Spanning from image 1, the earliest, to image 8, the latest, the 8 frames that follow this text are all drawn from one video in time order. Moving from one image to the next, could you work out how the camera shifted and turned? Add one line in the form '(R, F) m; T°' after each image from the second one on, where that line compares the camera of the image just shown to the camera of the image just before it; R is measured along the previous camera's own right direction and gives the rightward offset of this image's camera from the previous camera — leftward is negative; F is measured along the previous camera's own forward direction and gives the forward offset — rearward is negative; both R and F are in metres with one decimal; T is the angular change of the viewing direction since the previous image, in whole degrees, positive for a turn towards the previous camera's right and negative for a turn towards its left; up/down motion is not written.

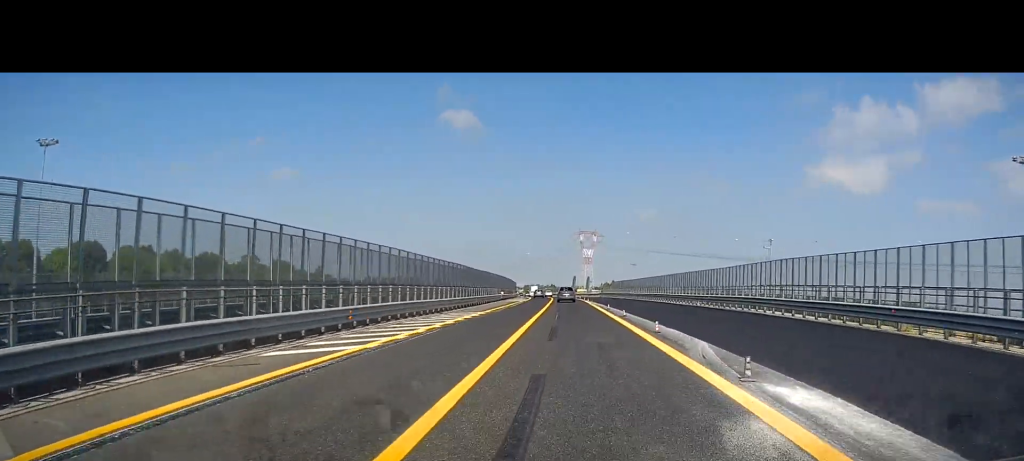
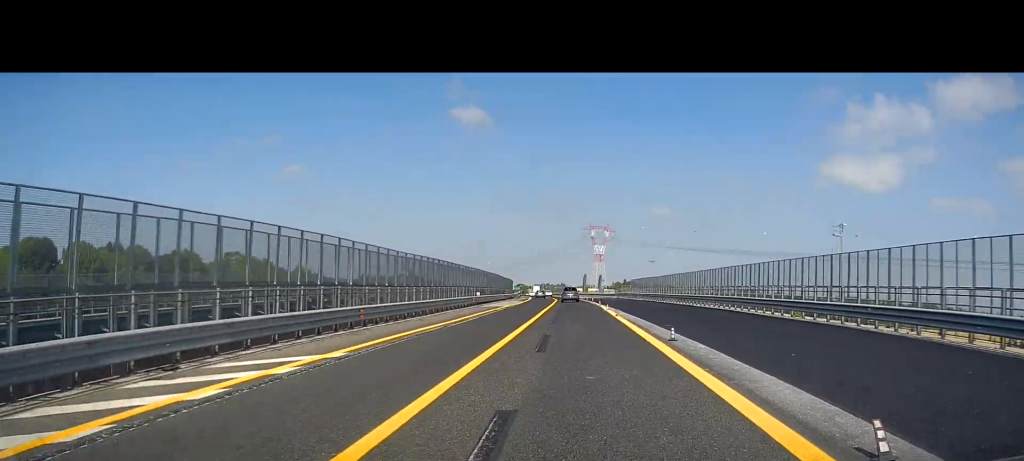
(-0.2, +25.4) m; -1°
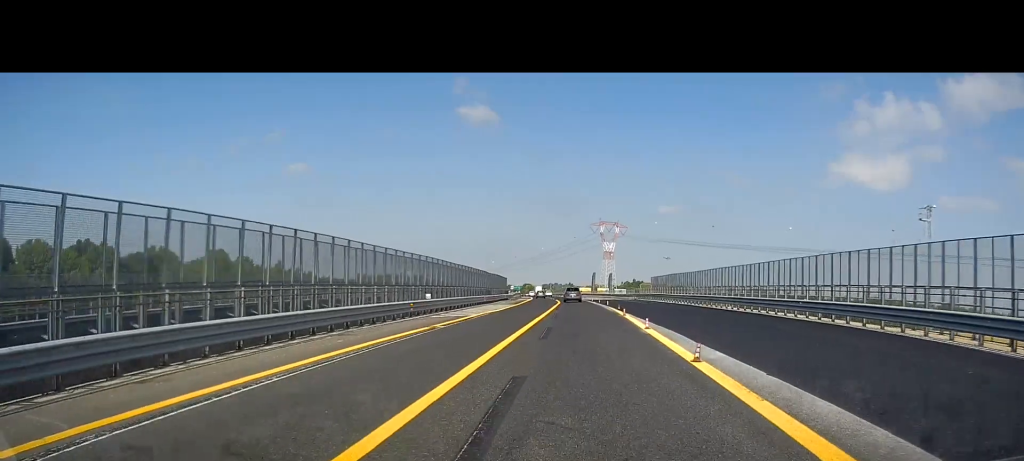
(-0.2, +19.8) m; -1°
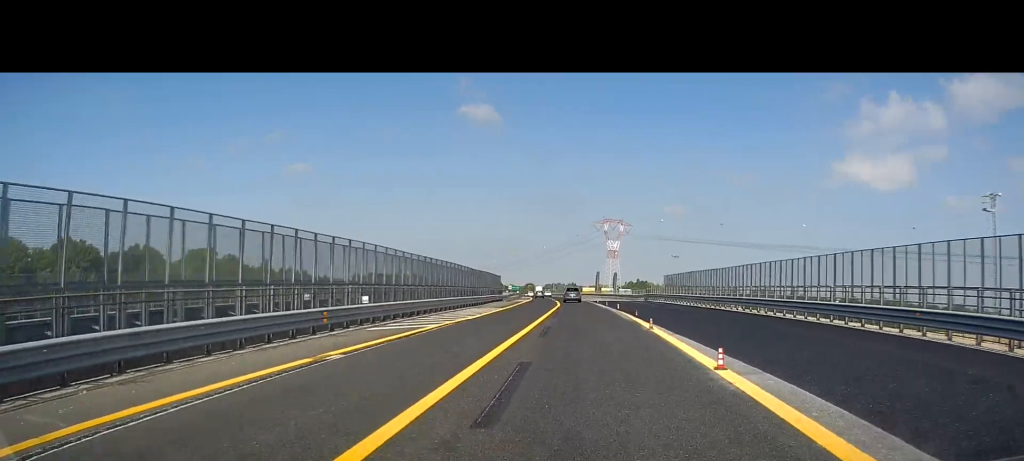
(0.0, +10.3) m; 0°
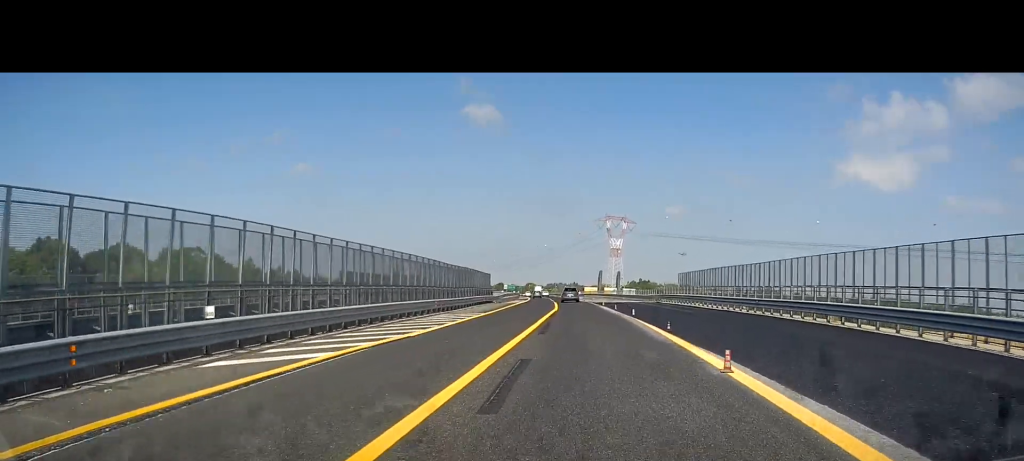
(0.0, +10.3) m; 0°
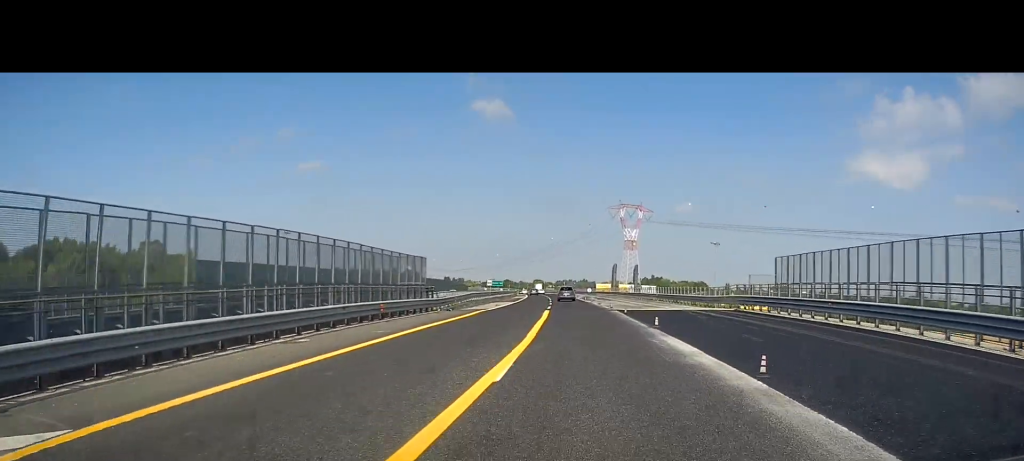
(-0.3, +31.8) m; -1°
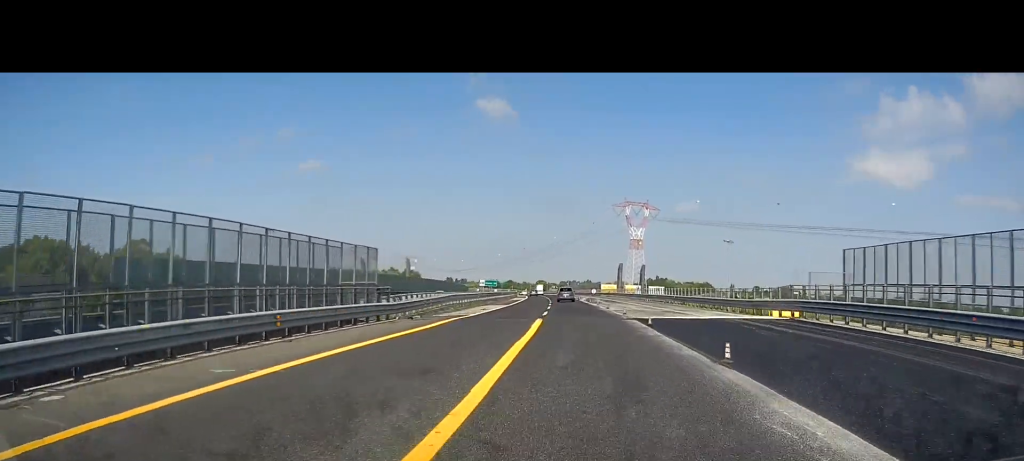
(-0.1, +9.5) m; 0°
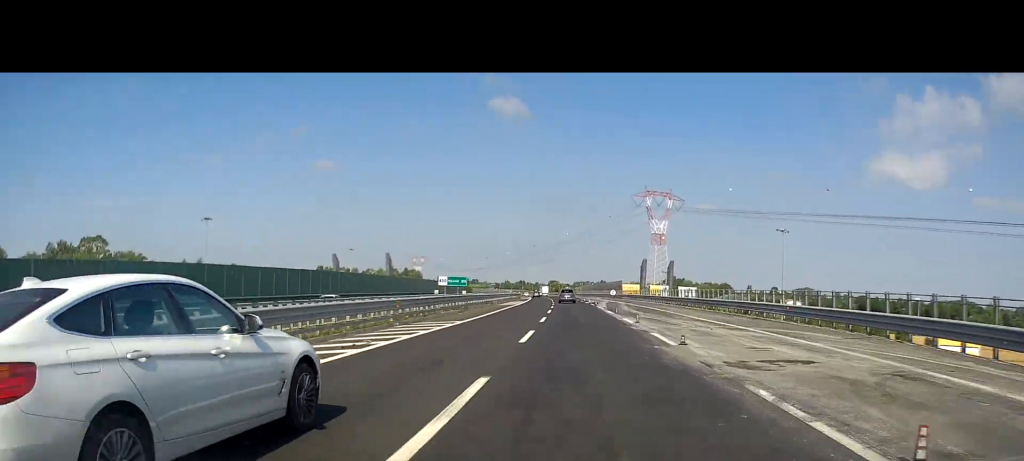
(+0.2, +28.5) m; 0°
